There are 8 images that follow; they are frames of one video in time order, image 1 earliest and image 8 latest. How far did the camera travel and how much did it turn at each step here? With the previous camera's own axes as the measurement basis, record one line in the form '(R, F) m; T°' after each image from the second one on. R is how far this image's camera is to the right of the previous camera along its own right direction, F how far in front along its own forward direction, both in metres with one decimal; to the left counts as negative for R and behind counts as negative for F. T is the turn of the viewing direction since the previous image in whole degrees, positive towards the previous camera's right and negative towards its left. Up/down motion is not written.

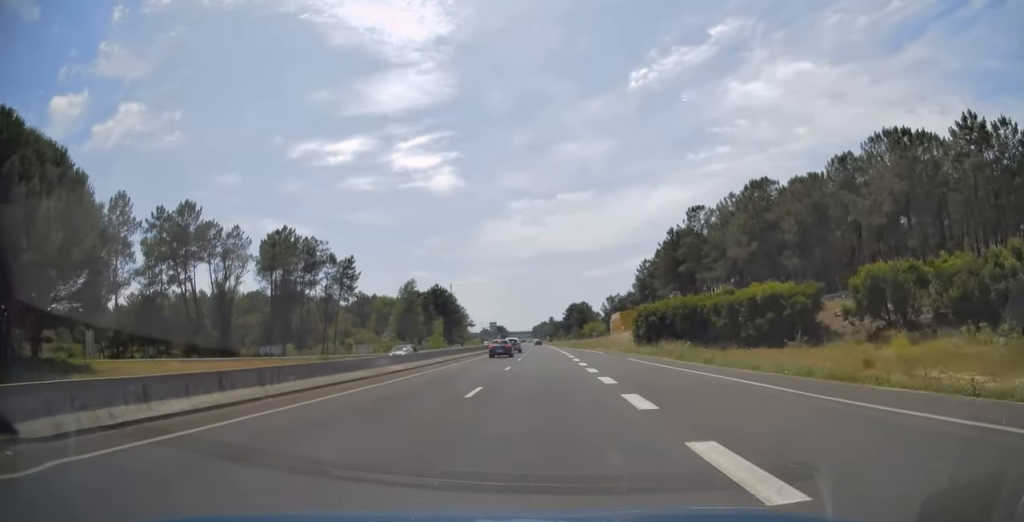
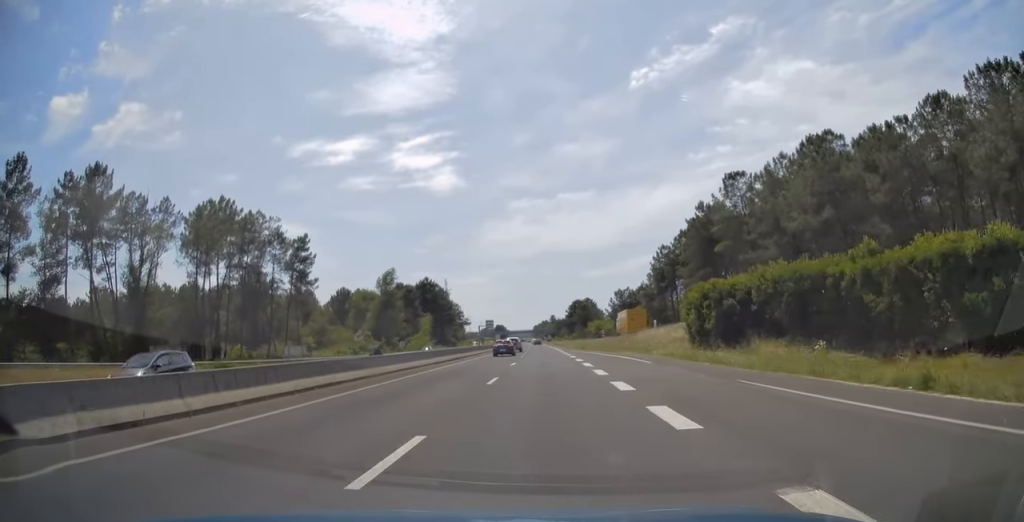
(-0.3, +22.0) m; 0°
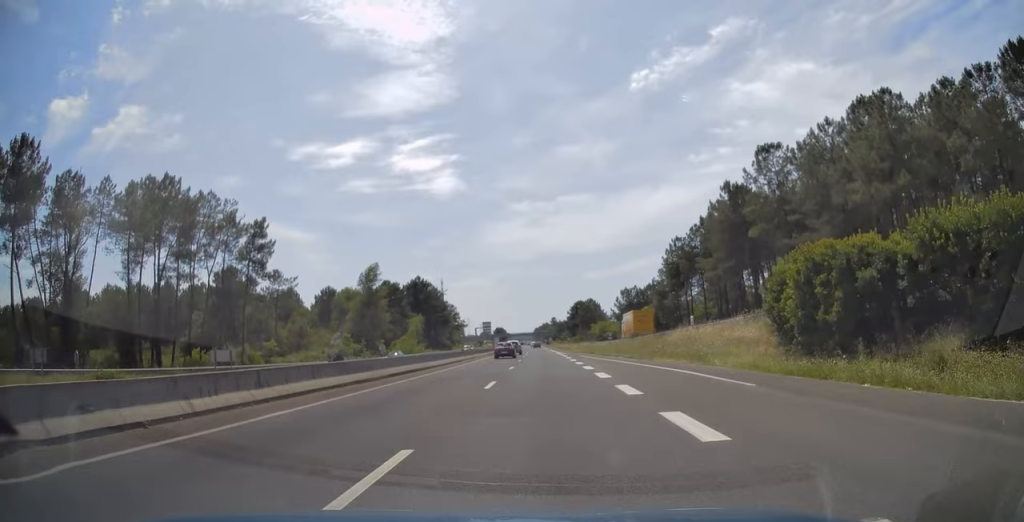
(+0.1, +14.0) m; 0°
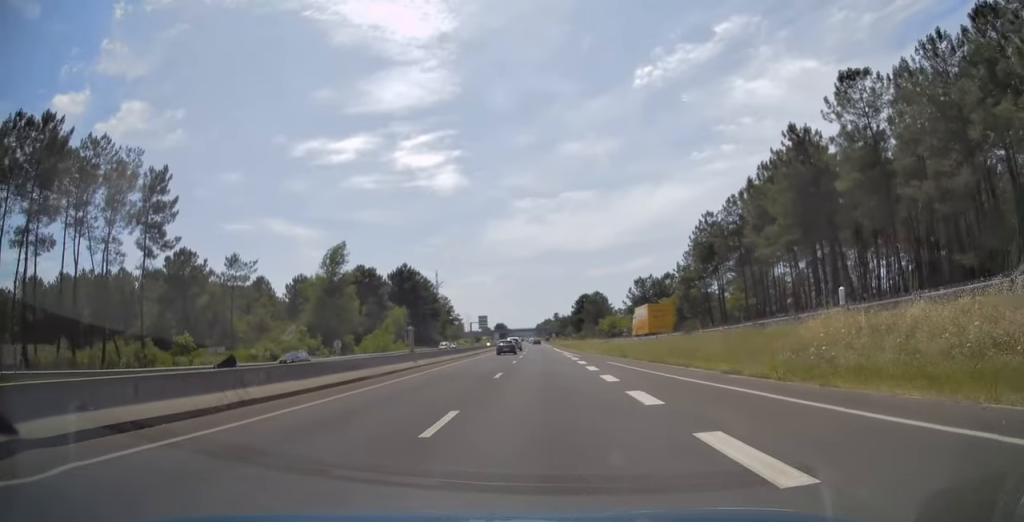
(+0.3, +22.0) m; 0°
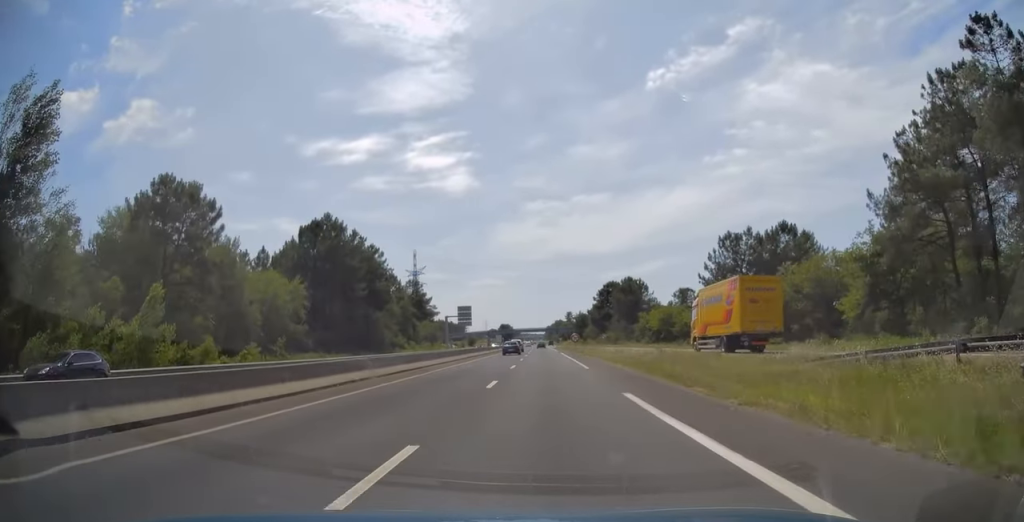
(-1.1, +68.8) m; -2°
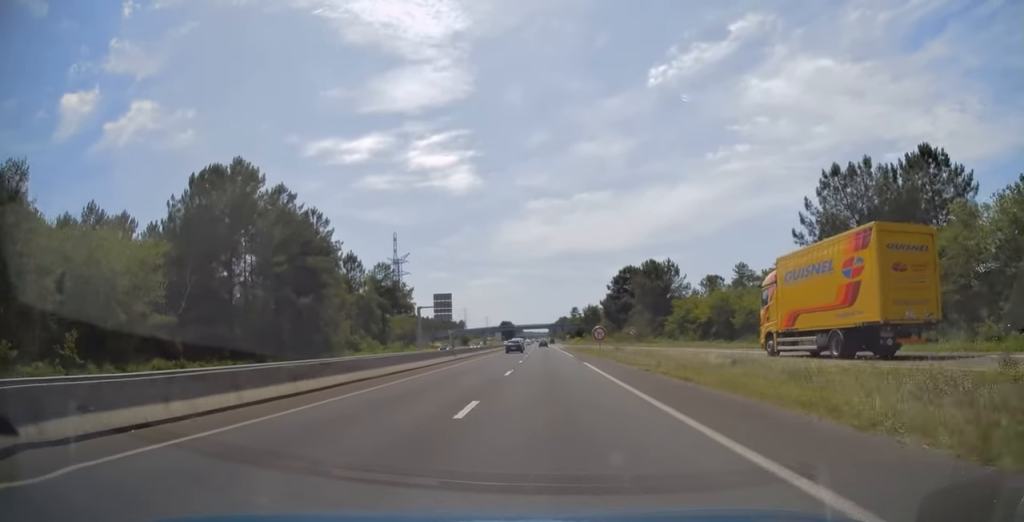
(-0.3, +33.3) m; 0°
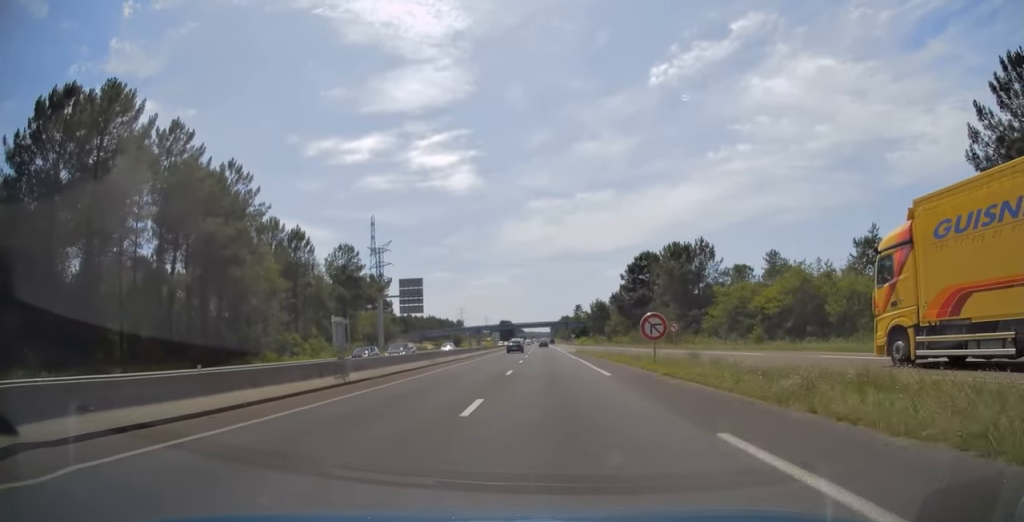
(+0.3, +25.8) m; 0°
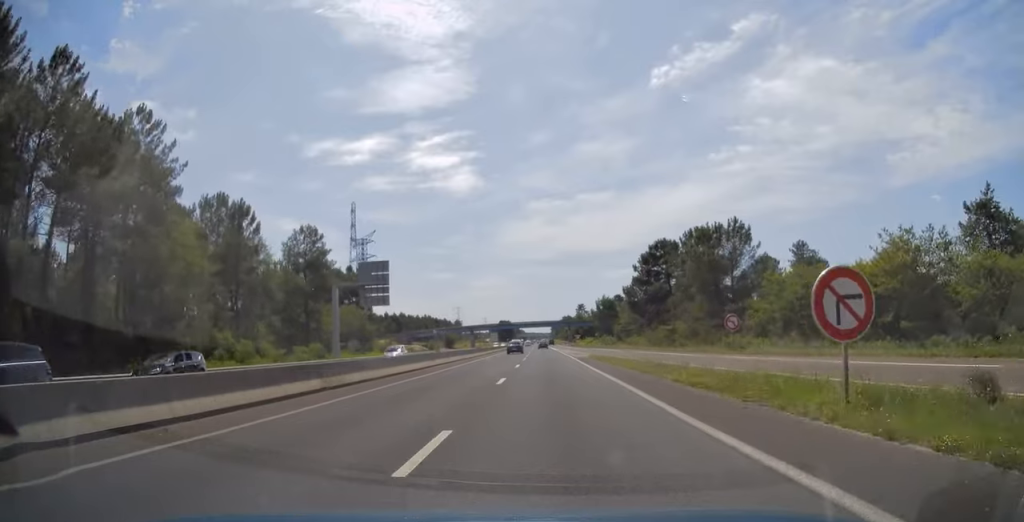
(-0.2, +17.7) m; 0°
